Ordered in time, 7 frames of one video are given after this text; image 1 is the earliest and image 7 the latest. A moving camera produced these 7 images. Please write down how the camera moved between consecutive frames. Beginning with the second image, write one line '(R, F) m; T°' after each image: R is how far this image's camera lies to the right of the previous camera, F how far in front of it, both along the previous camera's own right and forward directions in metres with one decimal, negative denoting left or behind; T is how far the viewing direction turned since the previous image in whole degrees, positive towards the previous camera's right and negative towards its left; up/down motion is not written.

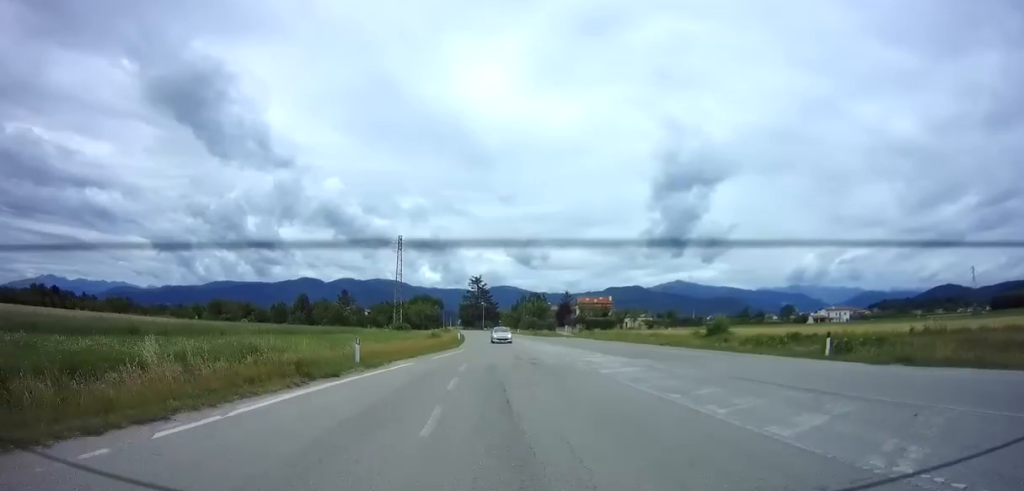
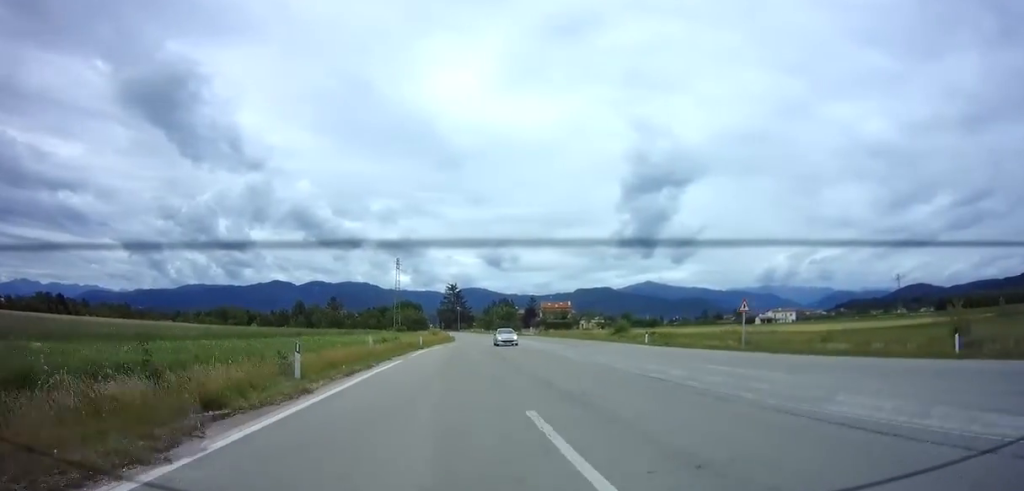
(+0.4, +24.5) m; +4°
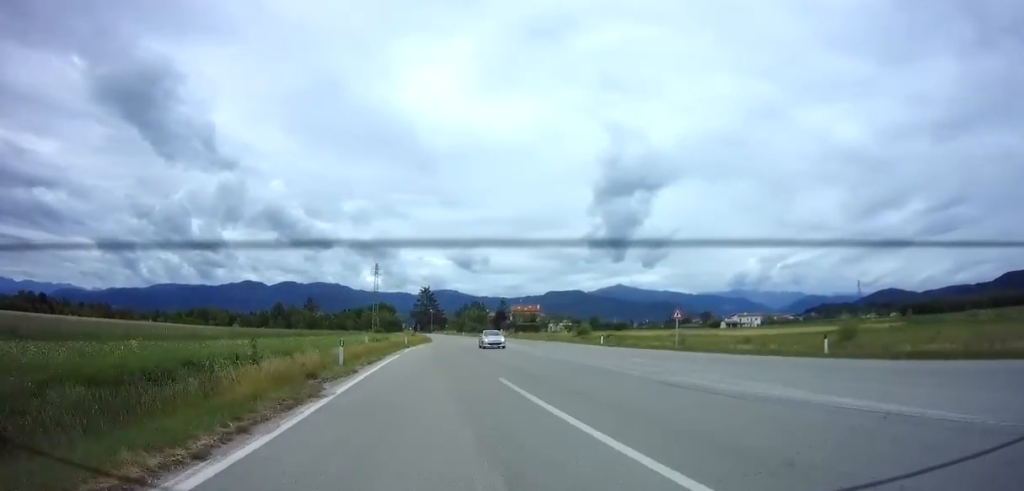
(+0.1, +6.8) m; +3°
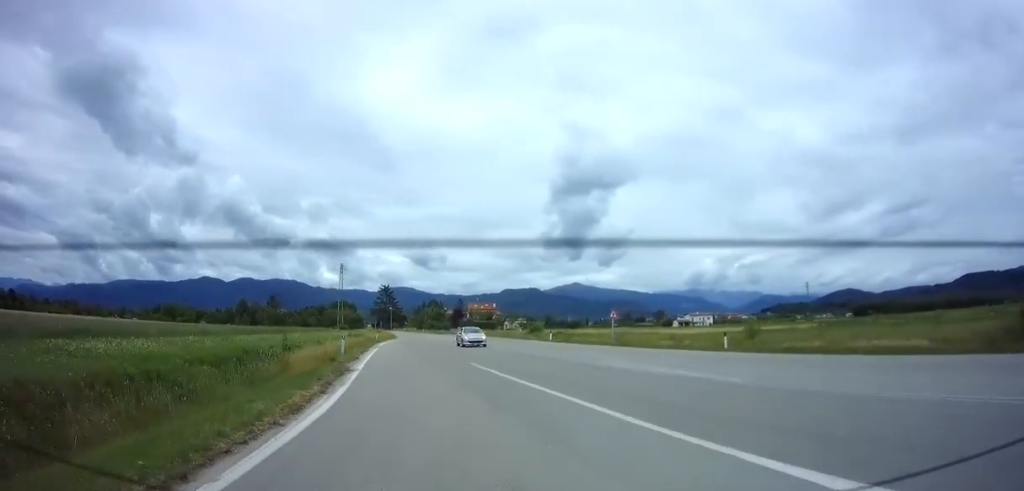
(+0.2, +6.5) m; +4°
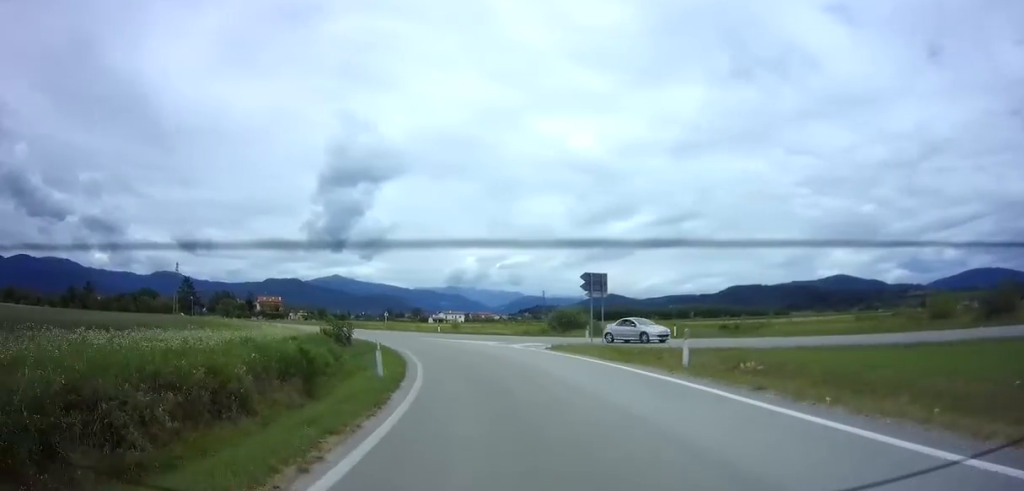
(+8.5, +36.9) m; +23°
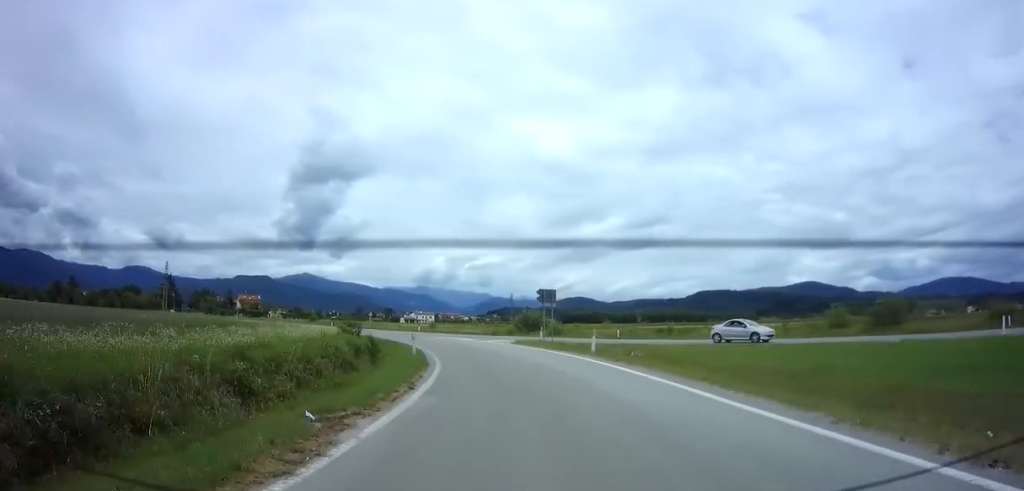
(+0.3, +9.4) m; +3°
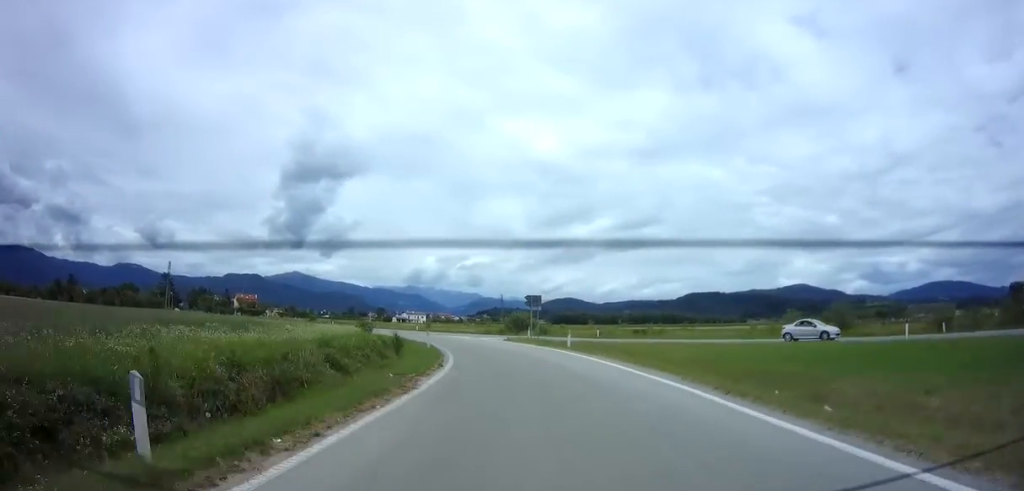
(+0.2, +6.2) m; +1°
